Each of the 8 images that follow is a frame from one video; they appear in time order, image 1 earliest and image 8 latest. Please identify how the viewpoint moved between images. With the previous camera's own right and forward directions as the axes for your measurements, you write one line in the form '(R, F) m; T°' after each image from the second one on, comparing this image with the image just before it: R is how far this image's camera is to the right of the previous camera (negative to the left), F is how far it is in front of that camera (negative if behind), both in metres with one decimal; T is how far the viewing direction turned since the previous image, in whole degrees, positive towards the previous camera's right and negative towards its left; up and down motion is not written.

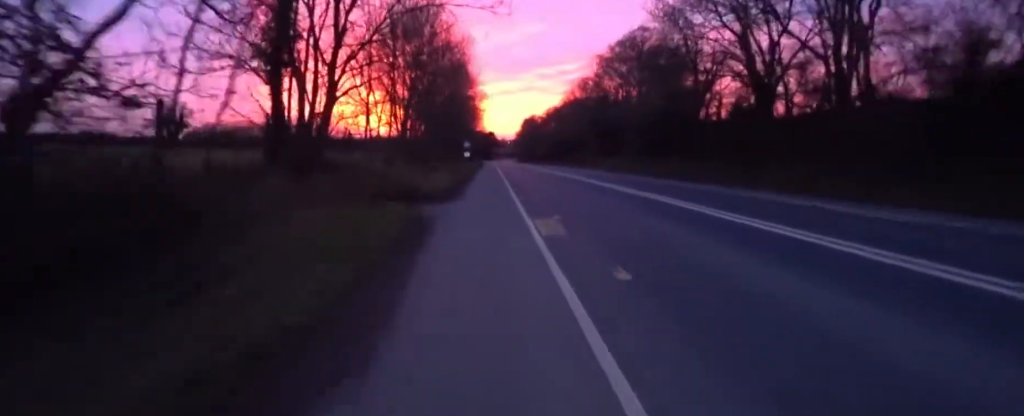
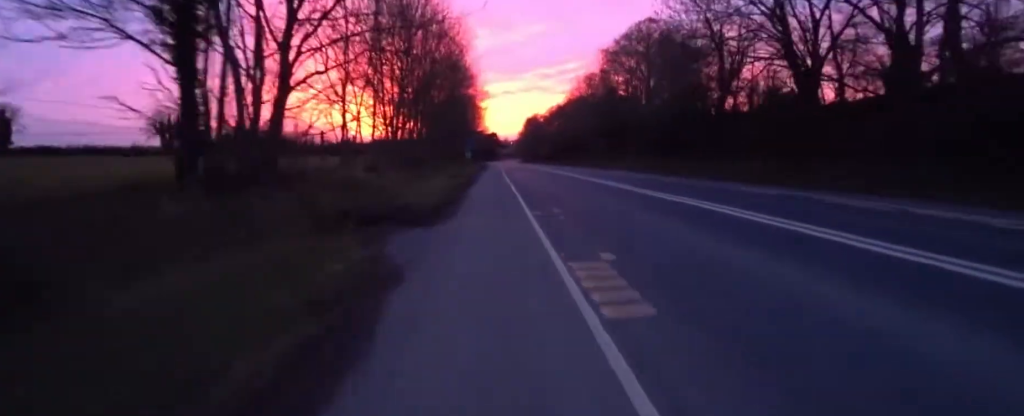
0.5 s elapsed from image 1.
(-0.6, +3.1) m; -1°
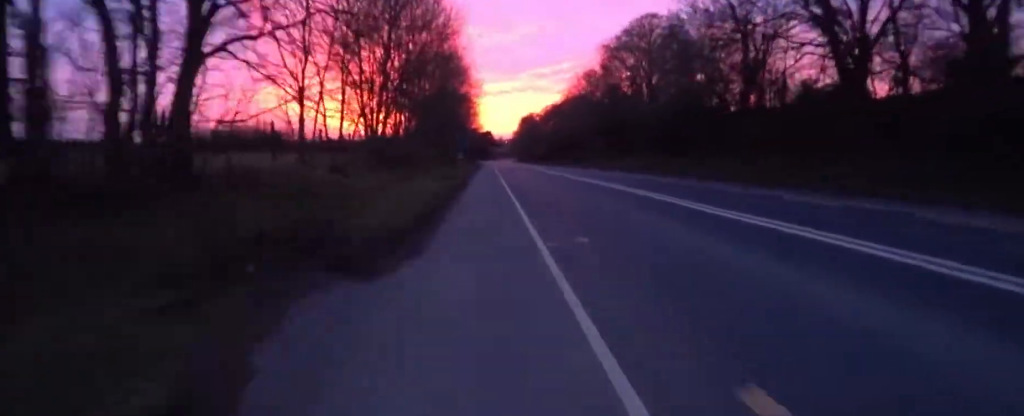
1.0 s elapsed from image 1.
(+0.5, +3.0) m; 0°
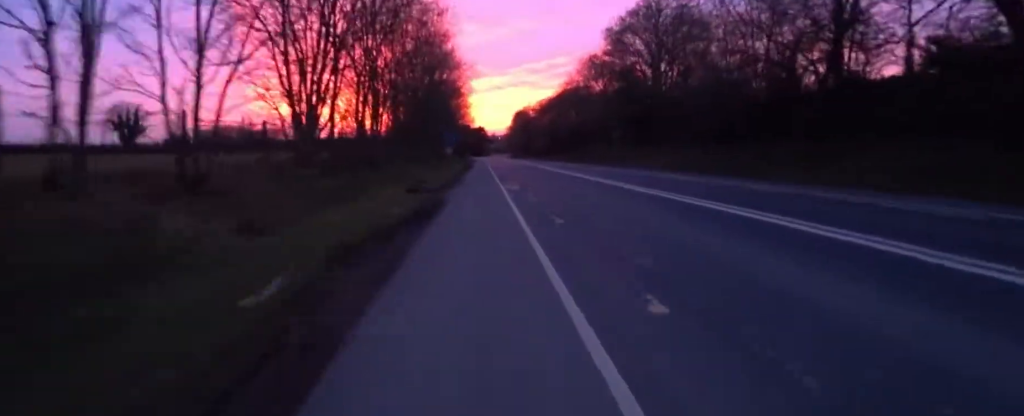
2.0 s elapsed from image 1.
(+0.1, +6.9) m; +1°
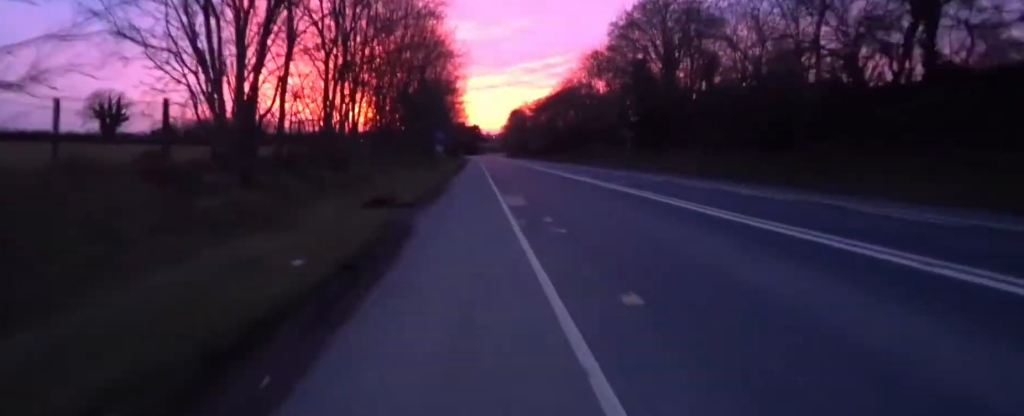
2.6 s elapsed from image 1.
(-0.5, +3.6) m; +1°
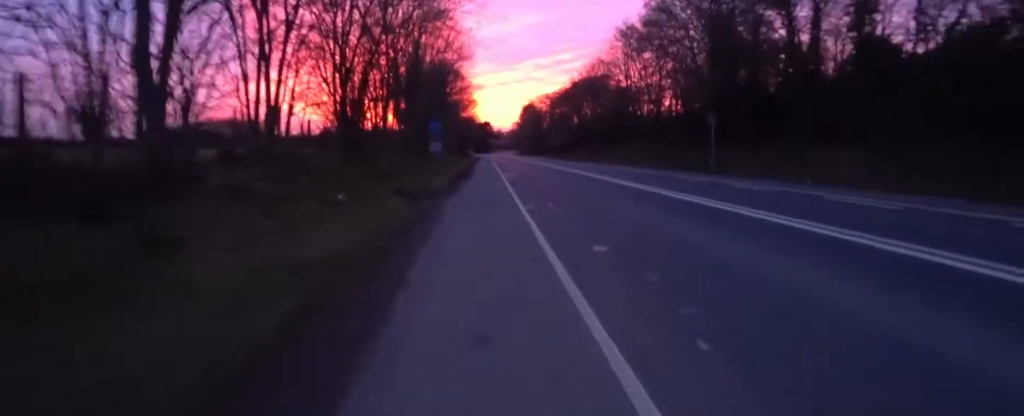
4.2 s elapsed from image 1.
(+0.1, +10.3) m; -2°
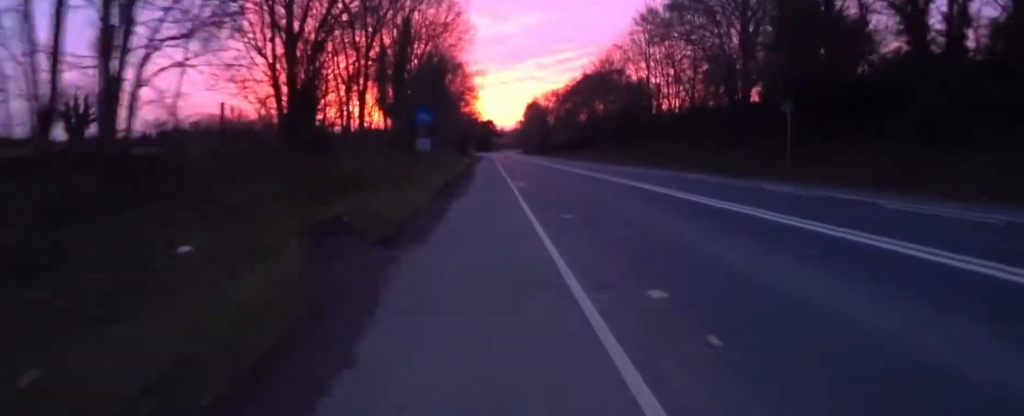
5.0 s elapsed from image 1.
(+0.2, +5.6) m; 0°
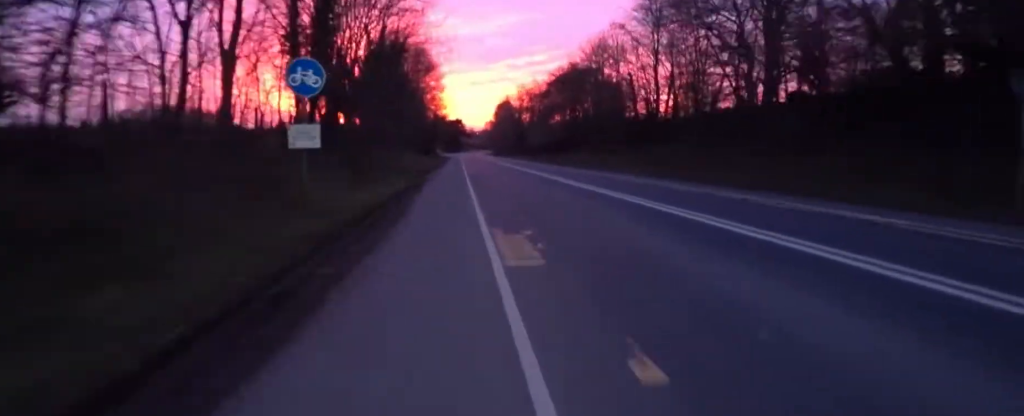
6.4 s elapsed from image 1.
(-0.5, +9.5) m; -1°
